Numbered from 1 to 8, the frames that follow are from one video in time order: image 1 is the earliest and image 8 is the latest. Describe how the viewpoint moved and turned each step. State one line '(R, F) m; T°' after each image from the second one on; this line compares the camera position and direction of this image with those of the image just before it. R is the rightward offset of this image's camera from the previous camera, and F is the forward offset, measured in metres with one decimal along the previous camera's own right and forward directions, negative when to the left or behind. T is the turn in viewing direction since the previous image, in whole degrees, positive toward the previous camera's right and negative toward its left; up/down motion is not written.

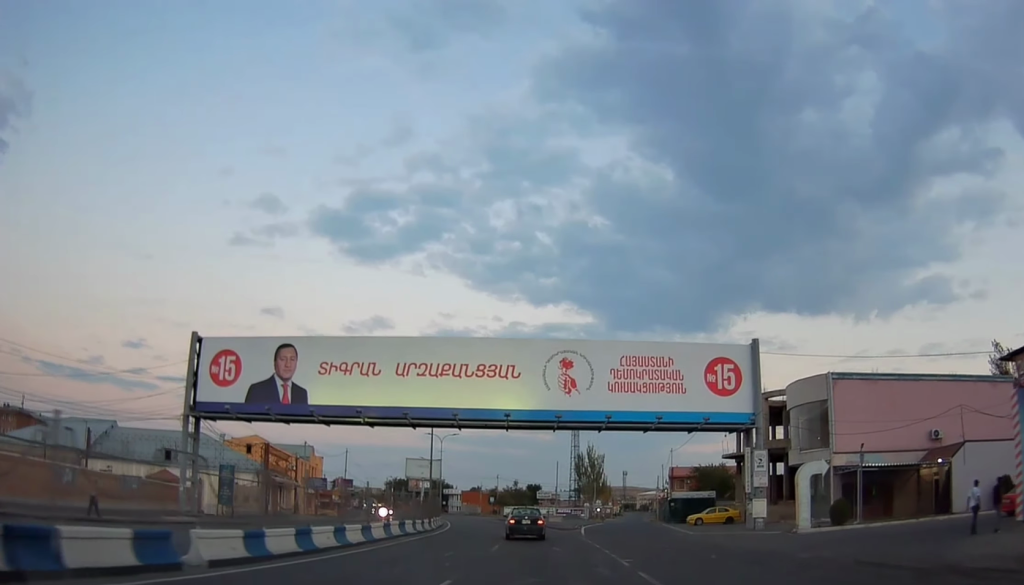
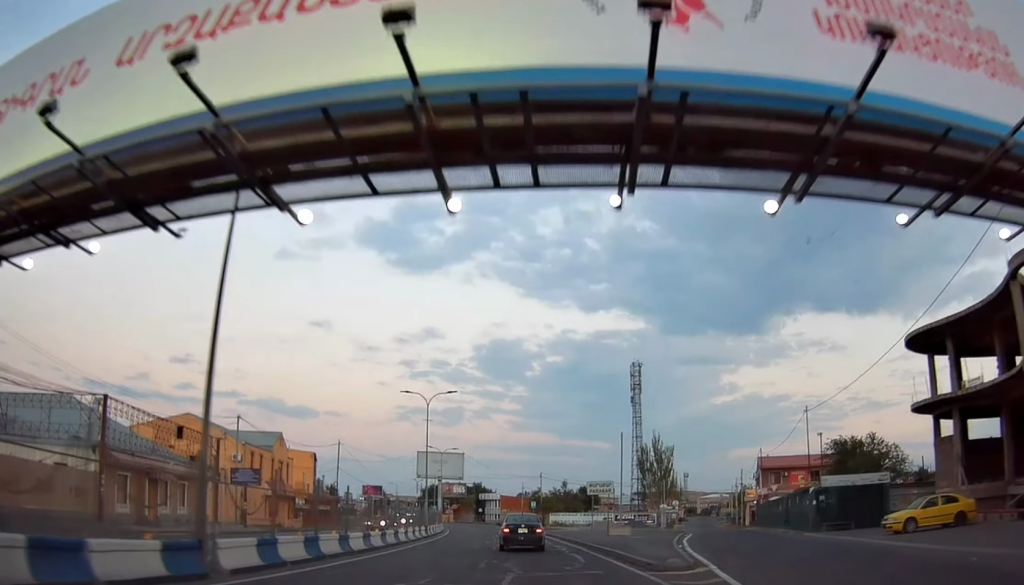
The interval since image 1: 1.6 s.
(0.0, +28.2) m; -2°
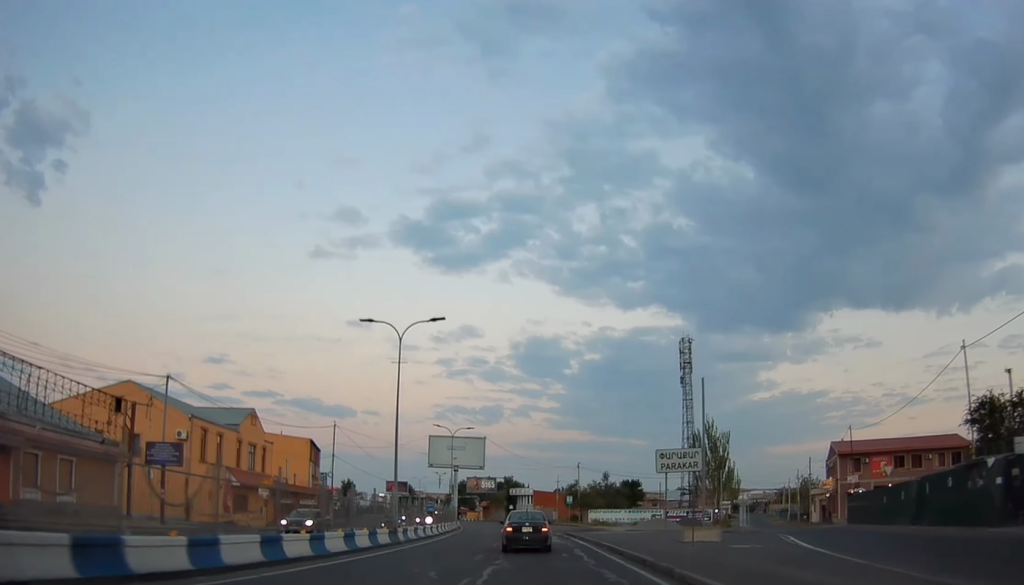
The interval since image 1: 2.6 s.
(-0.8, +15.4) m; -3°
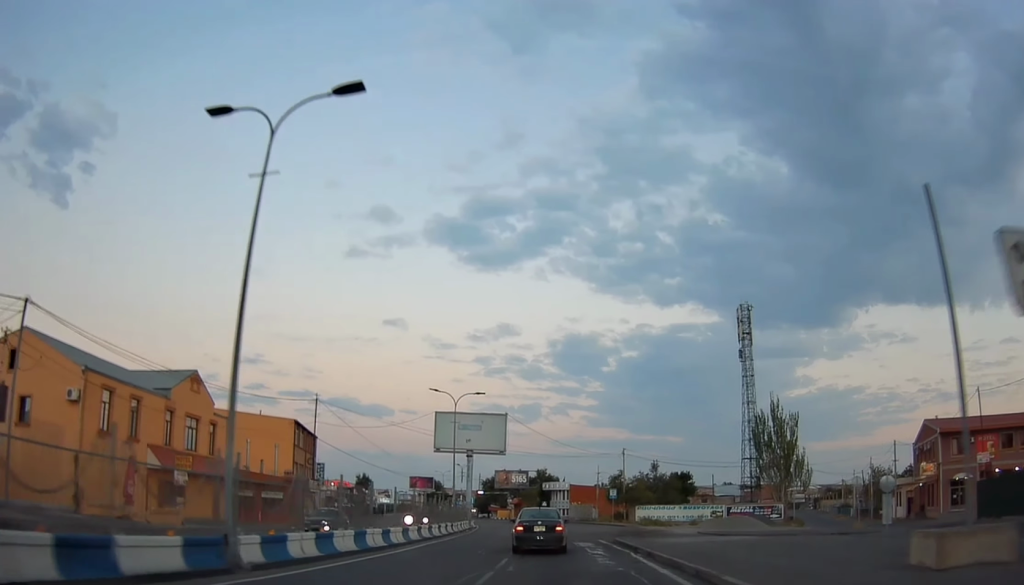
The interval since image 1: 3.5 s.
(-0.3, +16.1) m; -2°
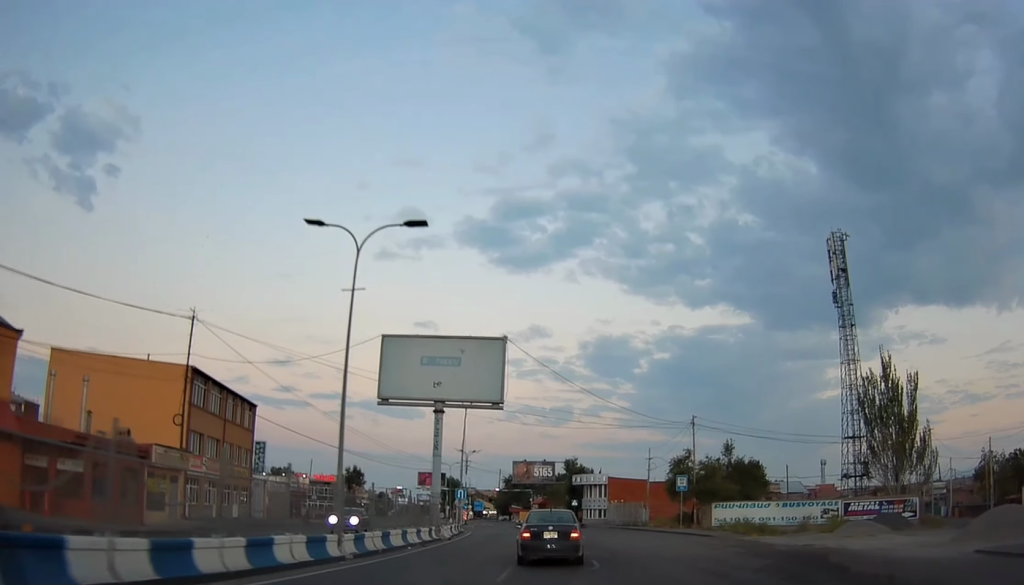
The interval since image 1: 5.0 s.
(-0.8, +25.9) m; -3°
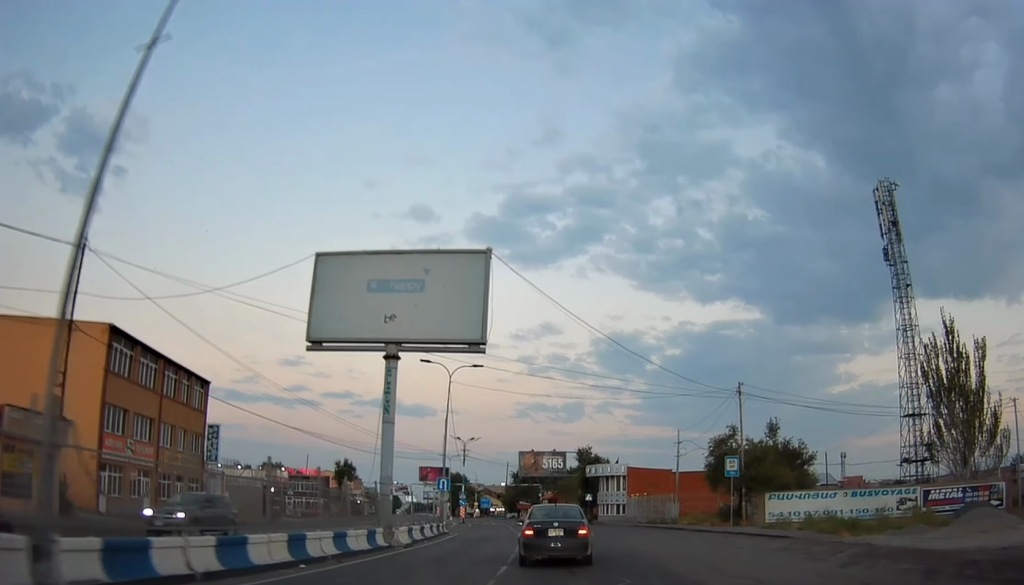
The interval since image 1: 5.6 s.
(0.0, +11.0) m; -1°
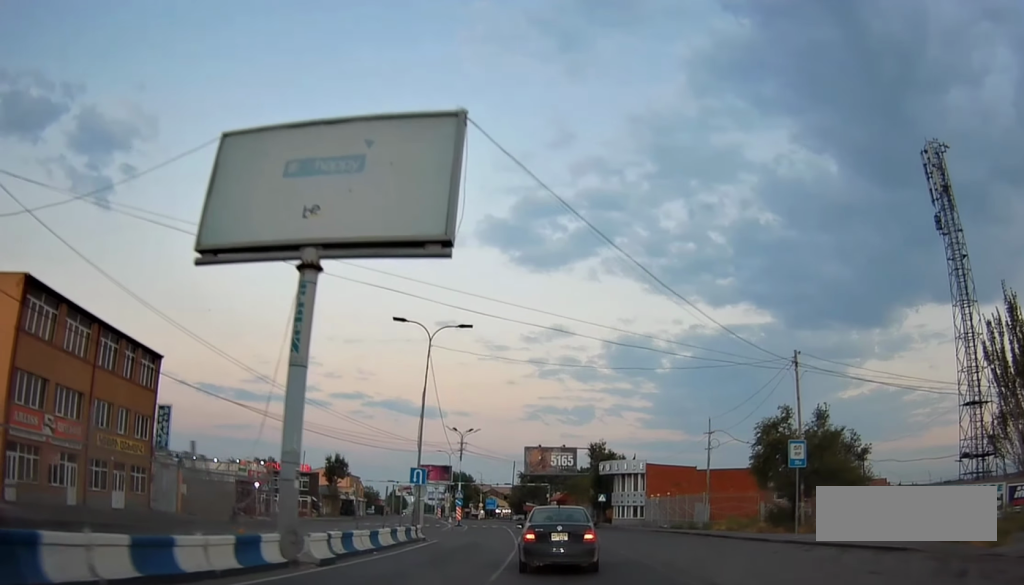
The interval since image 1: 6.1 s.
(-0.1, +8.6) m; -1°
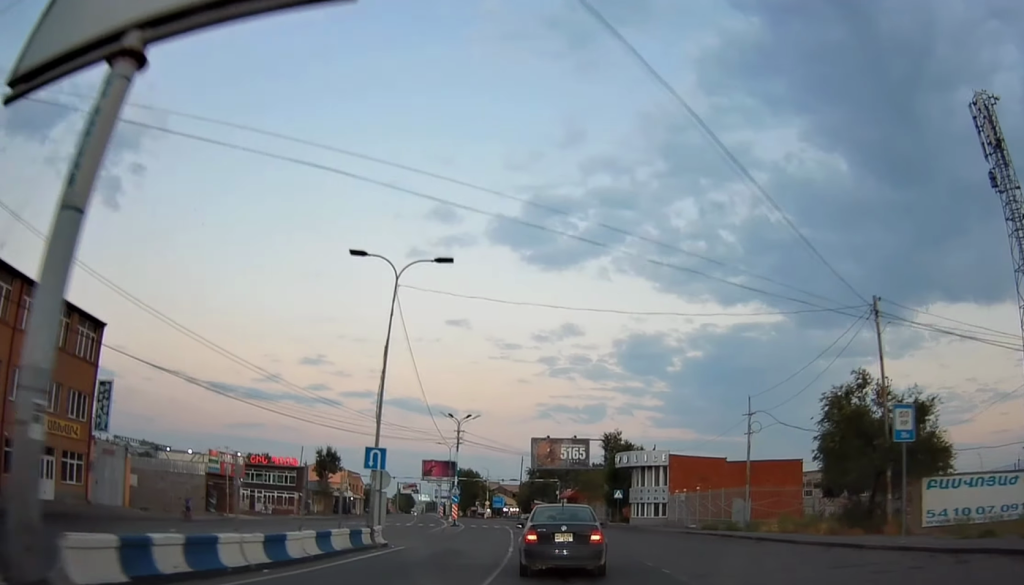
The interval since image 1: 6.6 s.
(-0.1, +8.0) m; -1°
